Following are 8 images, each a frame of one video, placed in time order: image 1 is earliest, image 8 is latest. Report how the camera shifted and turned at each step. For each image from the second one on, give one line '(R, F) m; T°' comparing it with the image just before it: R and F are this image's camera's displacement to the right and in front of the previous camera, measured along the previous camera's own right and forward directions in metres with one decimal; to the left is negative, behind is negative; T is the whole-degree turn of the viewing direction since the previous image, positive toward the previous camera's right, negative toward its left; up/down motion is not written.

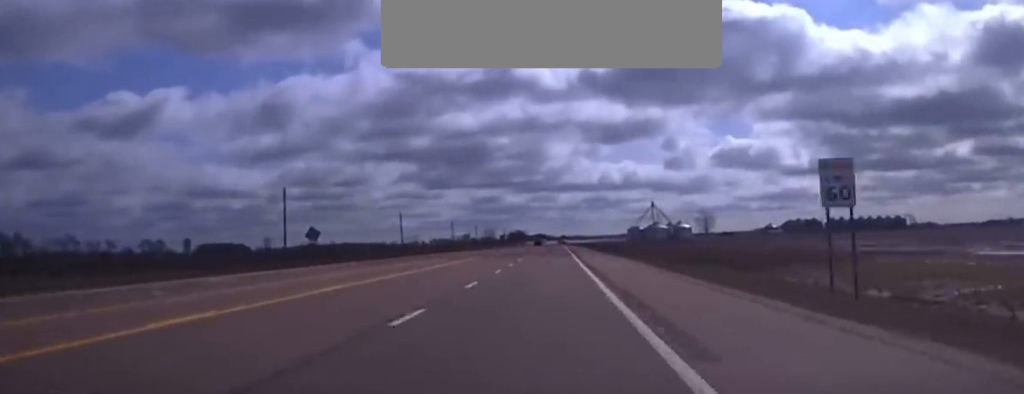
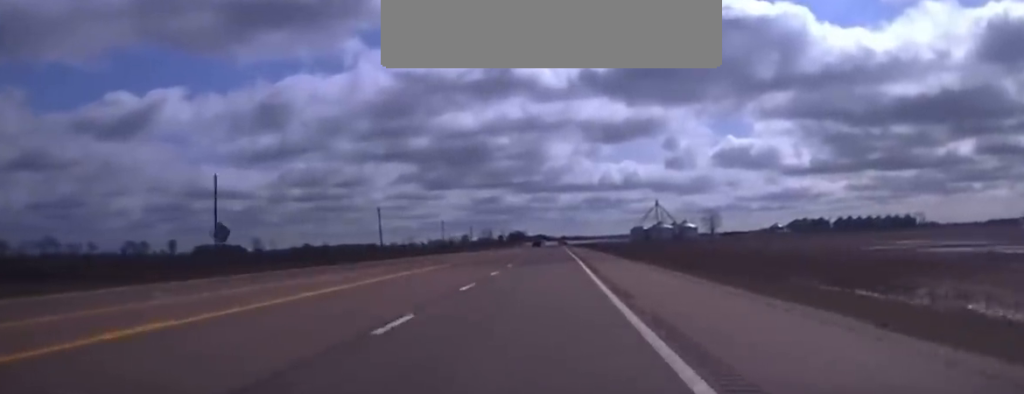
(0.0, +28.7) m; 0°
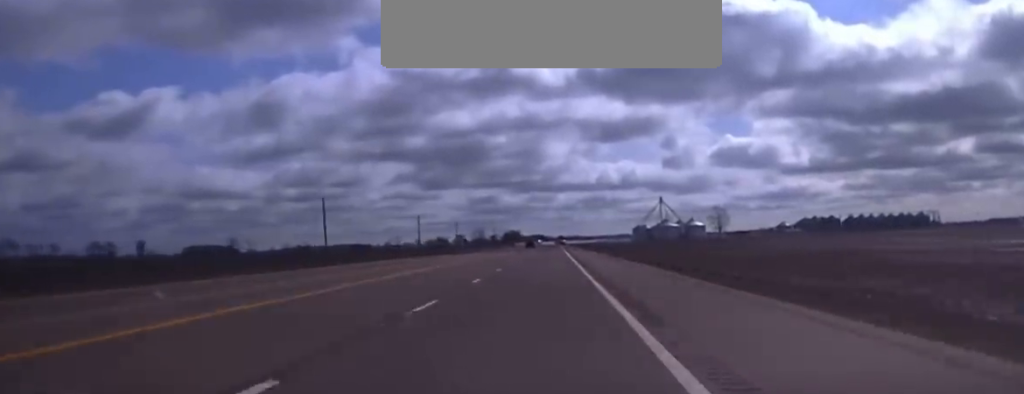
(0.0, +46.1) m; 0°
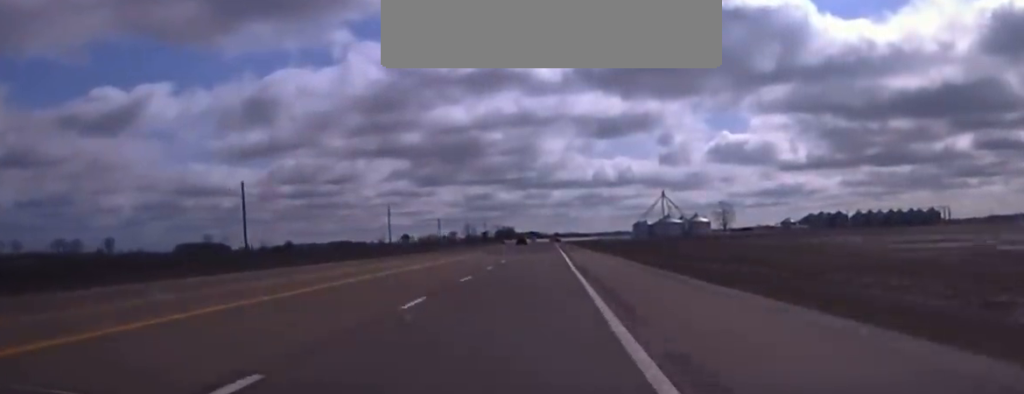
(0.0, +37.3) m; 0°
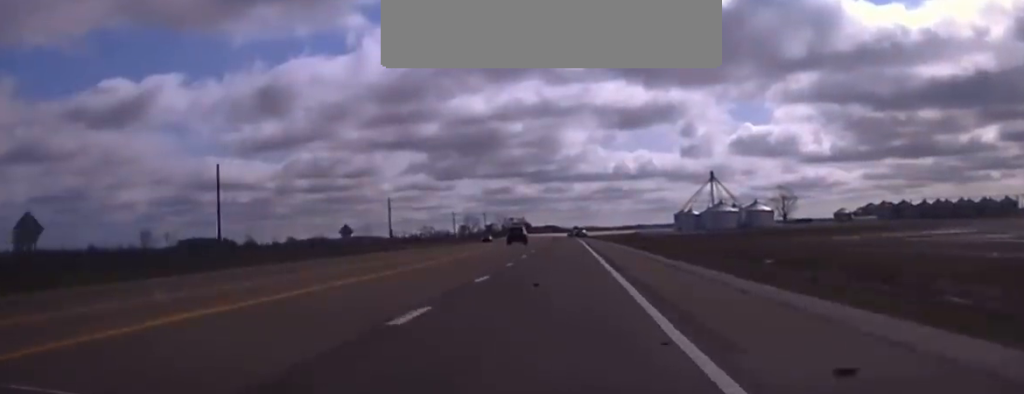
(-0.7, +112.1) m; -1°
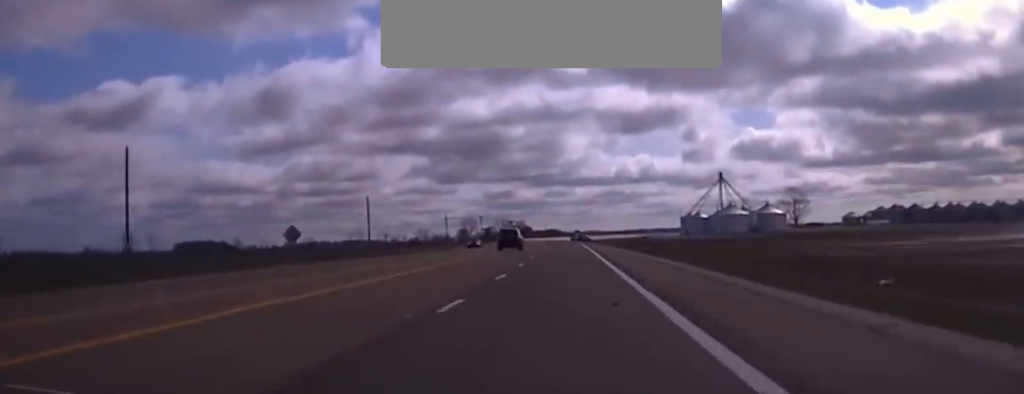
(+0.1, +19.1) m; 0°
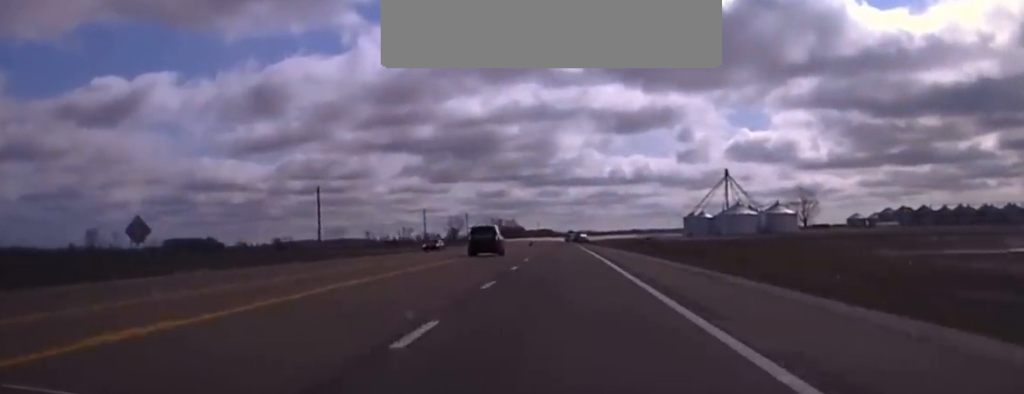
(-0.2, +28.4) m; 0°
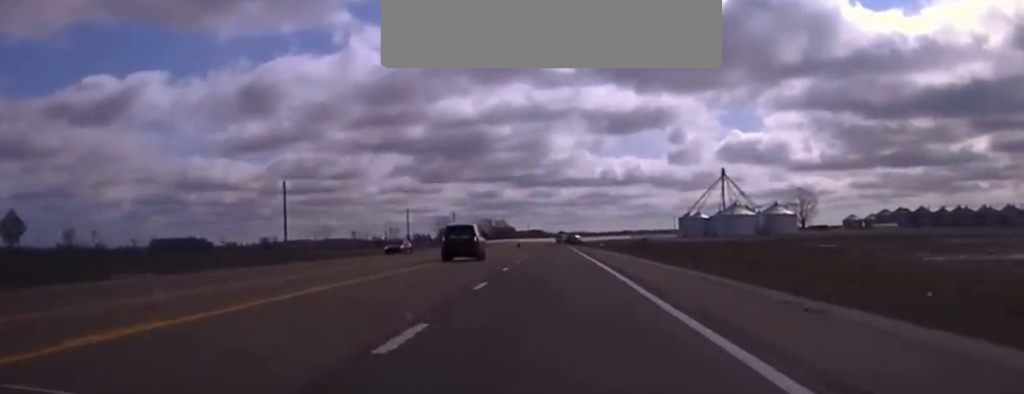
(+0.1, +12.1) m; 0°
